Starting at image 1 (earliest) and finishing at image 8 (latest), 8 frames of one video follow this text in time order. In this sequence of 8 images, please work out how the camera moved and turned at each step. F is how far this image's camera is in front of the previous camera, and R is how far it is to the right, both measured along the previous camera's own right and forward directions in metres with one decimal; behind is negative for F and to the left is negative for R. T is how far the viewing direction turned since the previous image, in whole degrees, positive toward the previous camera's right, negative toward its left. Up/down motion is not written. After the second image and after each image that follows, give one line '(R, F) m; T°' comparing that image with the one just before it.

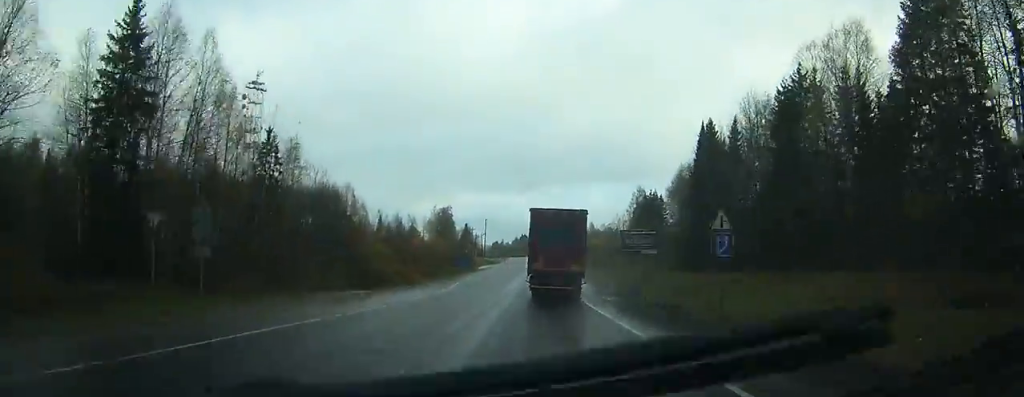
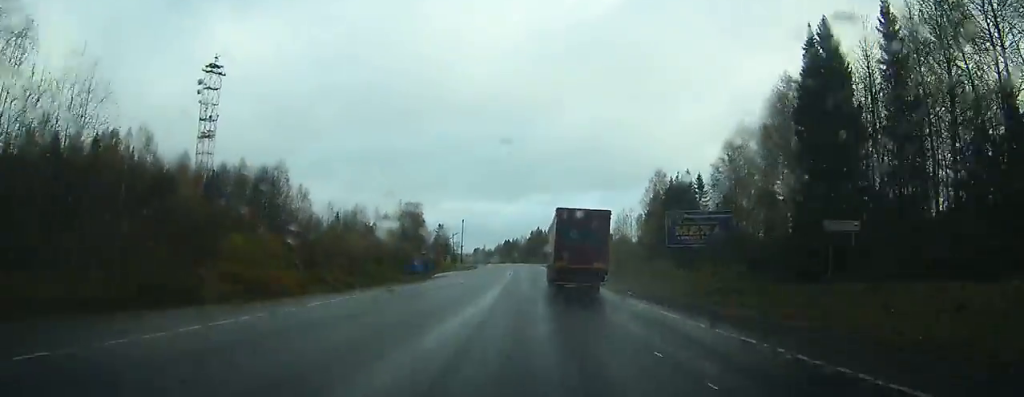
(+0.1, +39.4) m; 0°
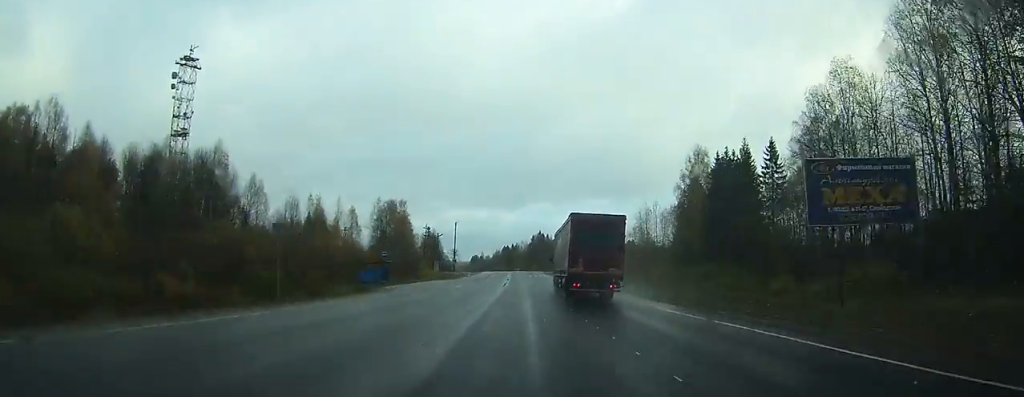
(+0.1, +27.4) m; 0°
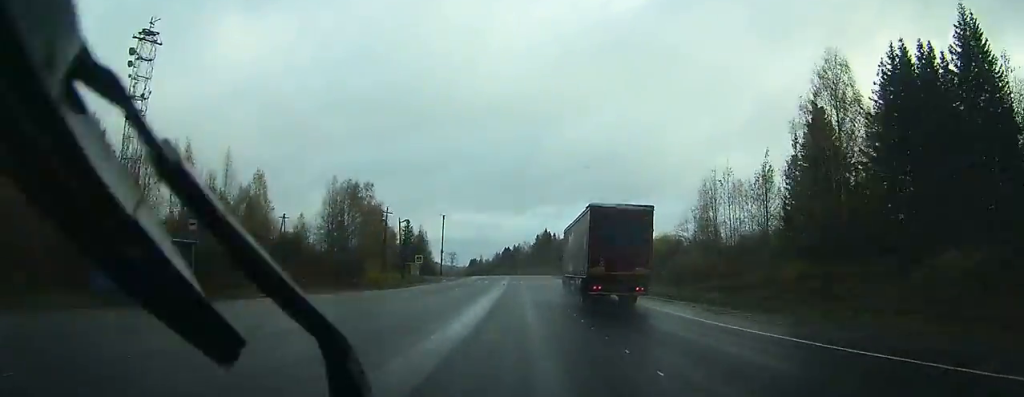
(+0.1, +40.7) m; 0°
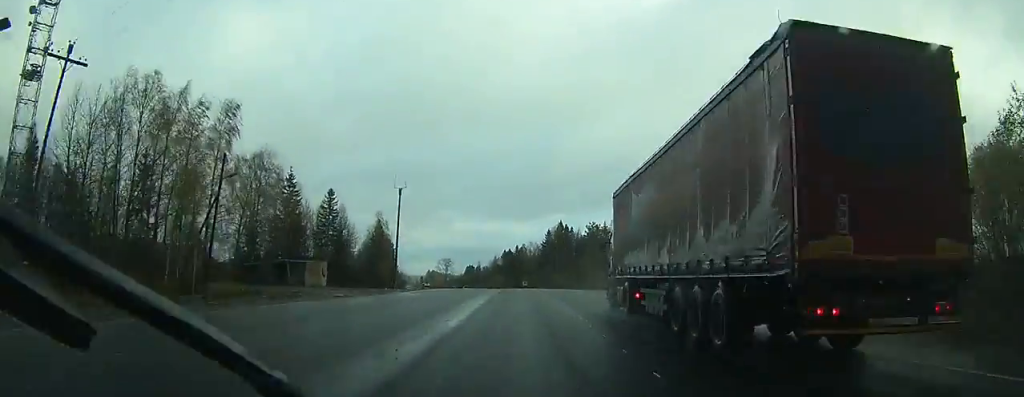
(-0.2, +69.1) m; -1°
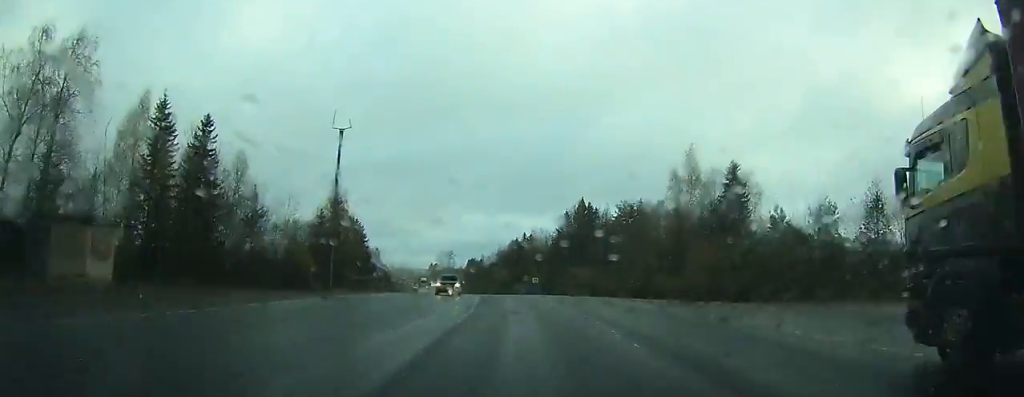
(-0.4, +42.6) m; -2°
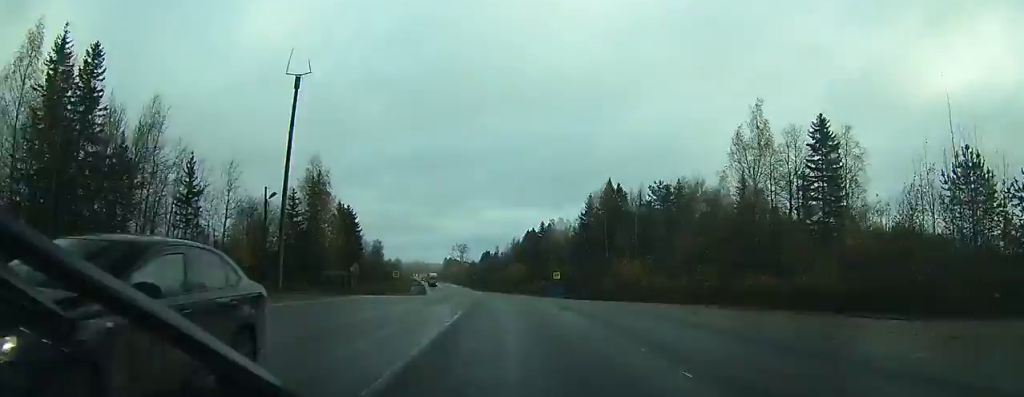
(0.0, +19.9) m; -1°
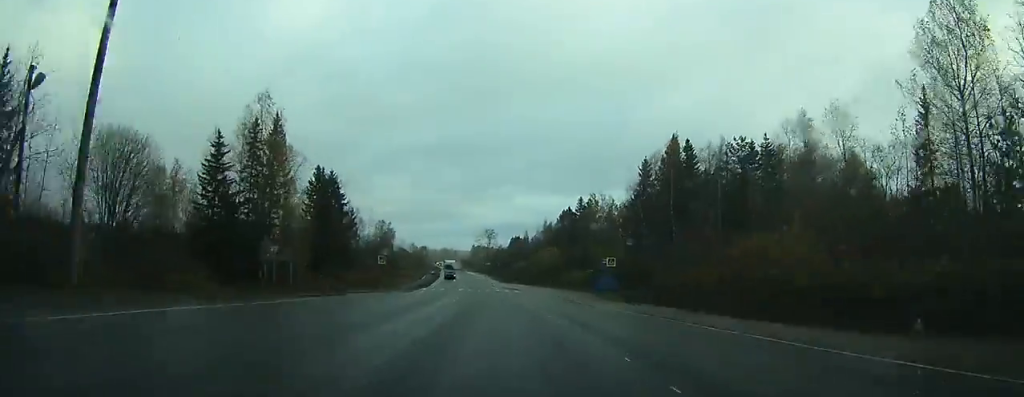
(-0.6, +29.7) m; -2°
